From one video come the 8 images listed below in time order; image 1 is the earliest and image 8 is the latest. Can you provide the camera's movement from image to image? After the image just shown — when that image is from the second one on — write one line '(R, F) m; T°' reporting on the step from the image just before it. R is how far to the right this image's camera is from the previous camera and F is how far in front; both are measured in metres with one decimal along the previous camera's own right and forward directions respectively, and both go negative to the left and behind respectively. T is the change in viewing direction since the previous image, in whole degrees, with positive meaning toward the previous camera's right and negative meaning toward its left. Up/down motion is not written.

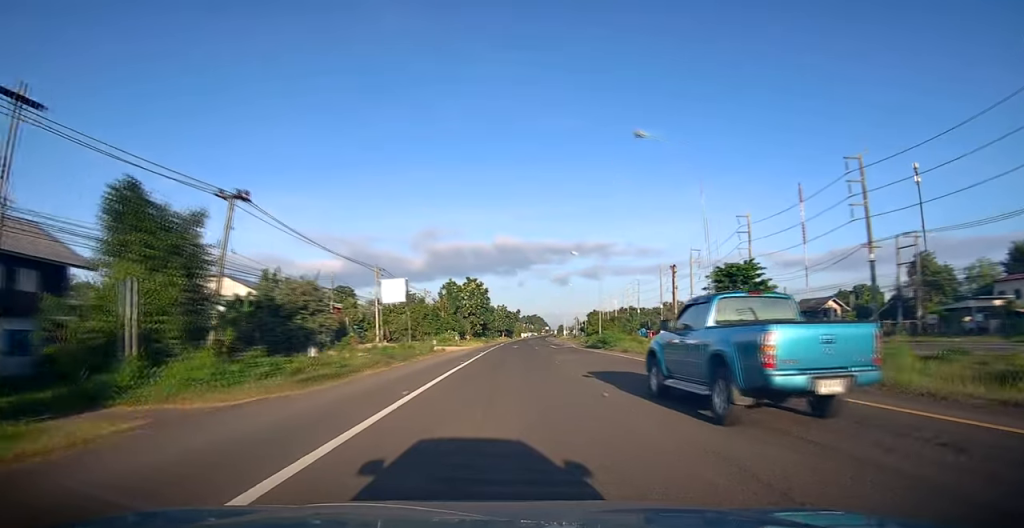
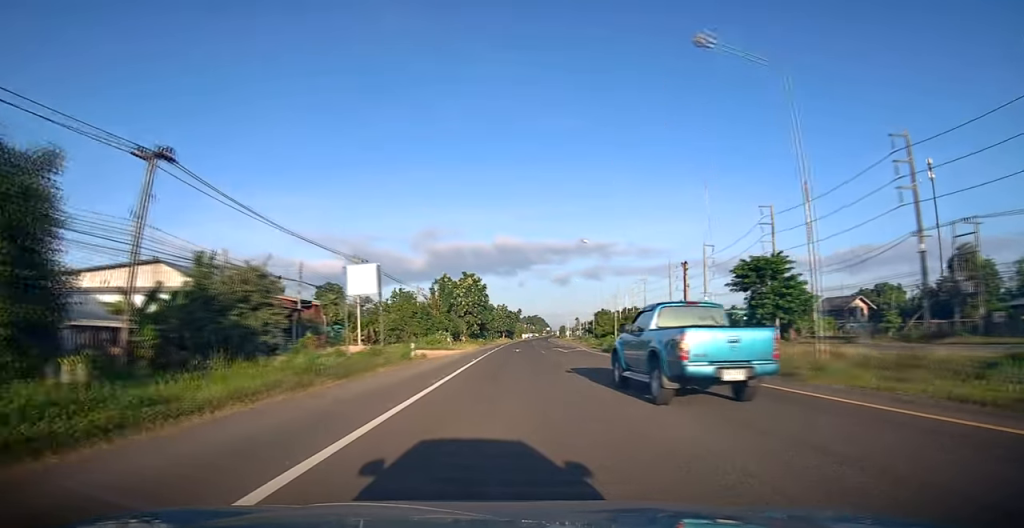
(-0.1, +8.3) m; 0°
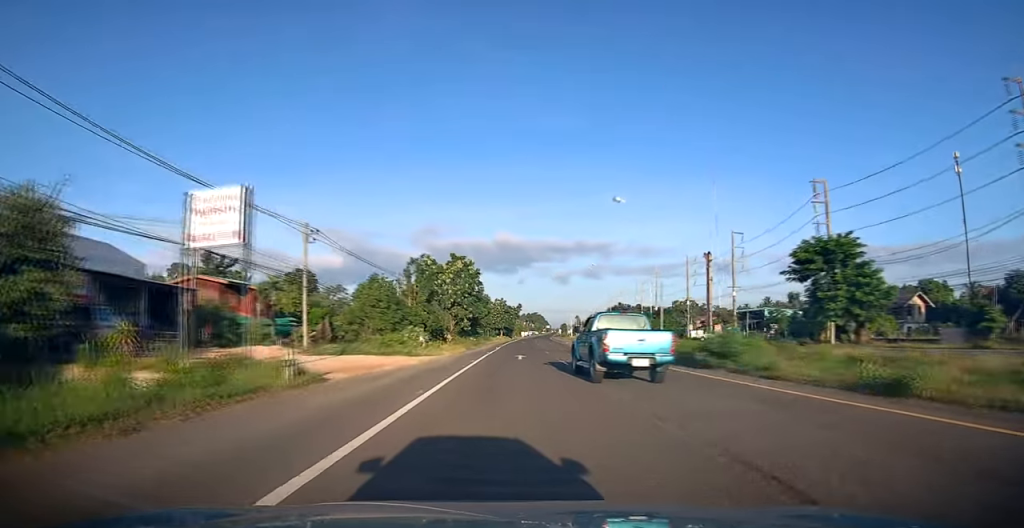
(+0.2, +15.2) m; 0°
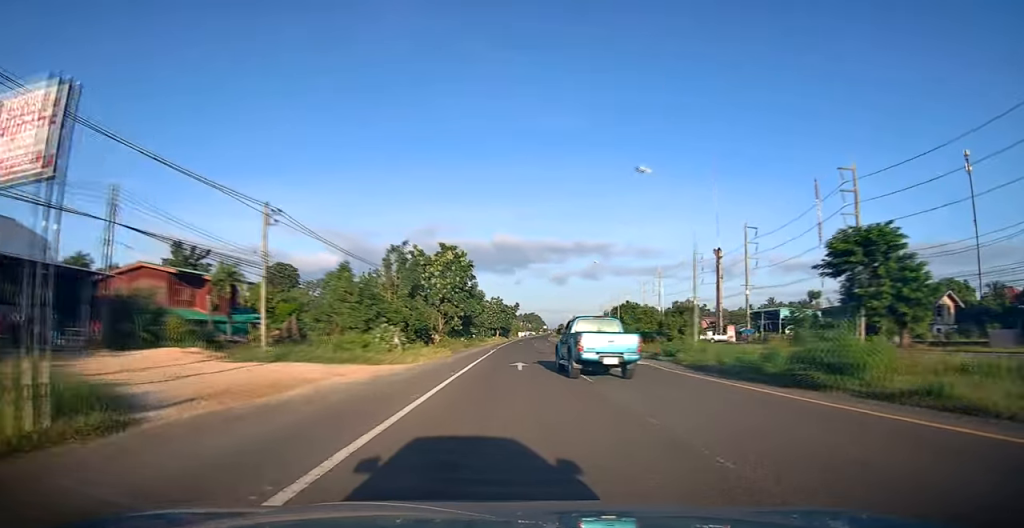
(-0.1, +7.0) m; 0°
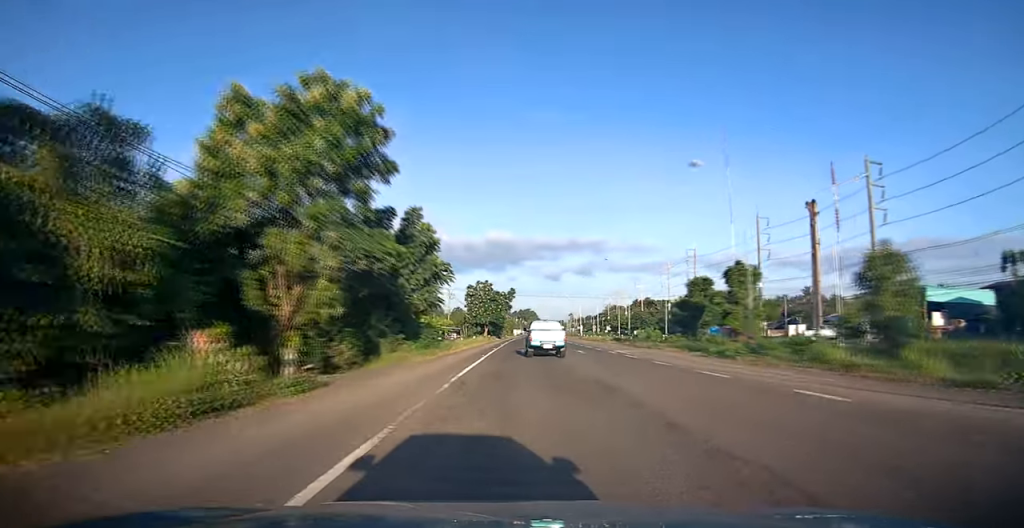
(+0.5, +36.7) m; +1°
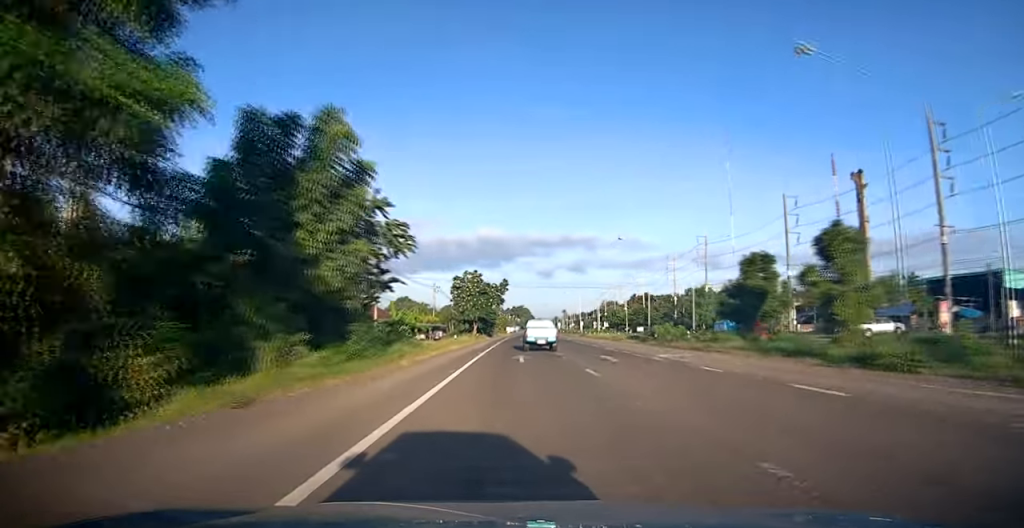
(-0.1, +12.1) m; 0°
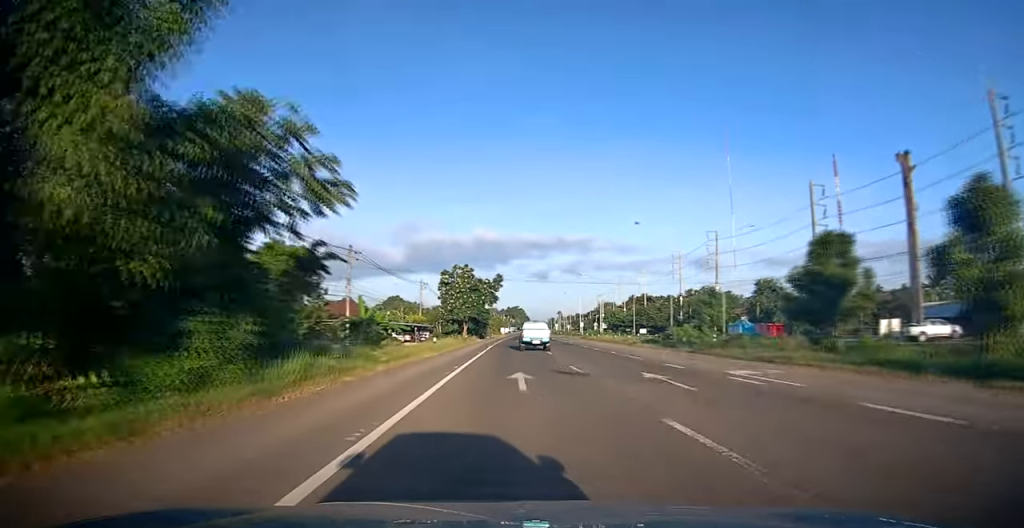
(-0.2, +8.9) m; 0°
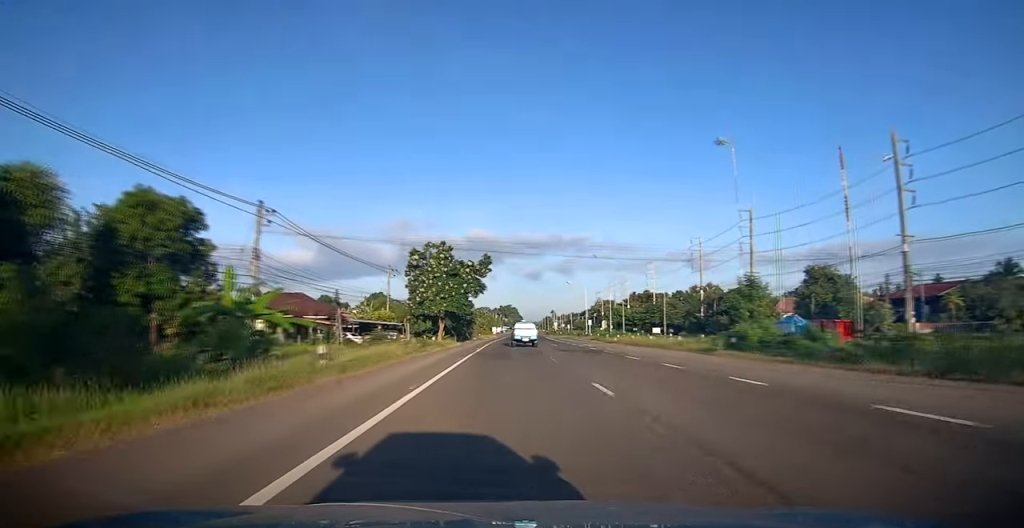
(+0.6, +19.0) m; +2°
